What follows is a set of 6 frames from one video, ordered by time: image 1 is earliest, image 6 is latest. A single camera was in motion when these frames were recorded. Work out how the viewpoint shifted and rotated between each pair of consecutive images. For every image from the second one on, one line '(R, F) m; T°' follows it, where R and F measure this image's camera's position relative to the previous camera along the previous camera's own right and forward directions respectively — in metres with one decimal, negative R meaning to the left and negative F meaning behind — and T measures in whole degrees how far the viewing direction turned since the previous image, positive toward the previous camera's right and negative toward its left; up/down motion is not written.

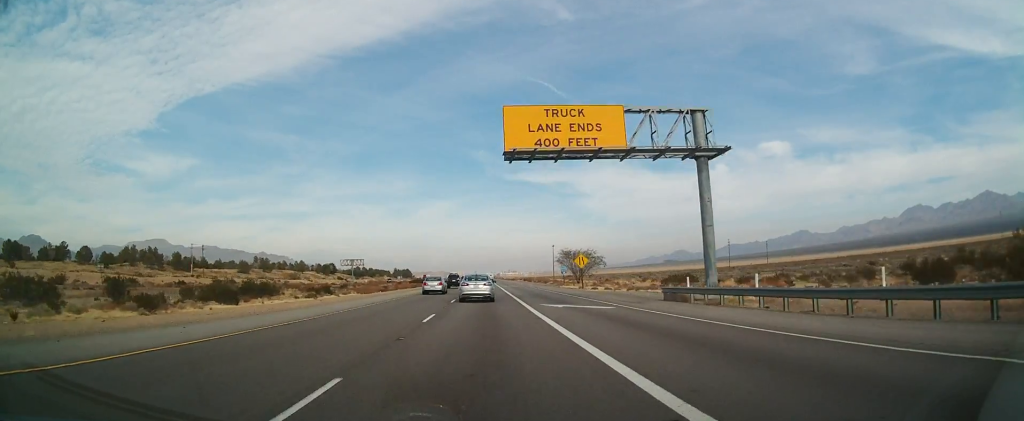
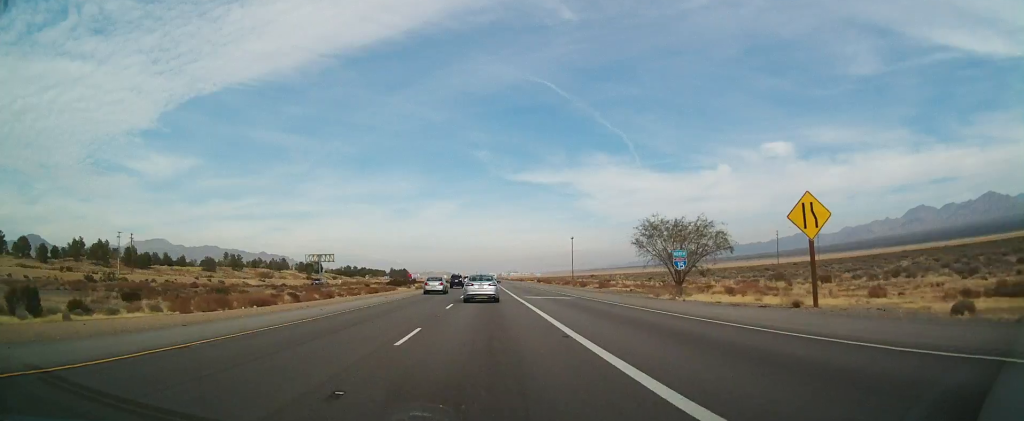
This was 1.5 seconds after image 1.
(0.0, +50.3) m; 0°
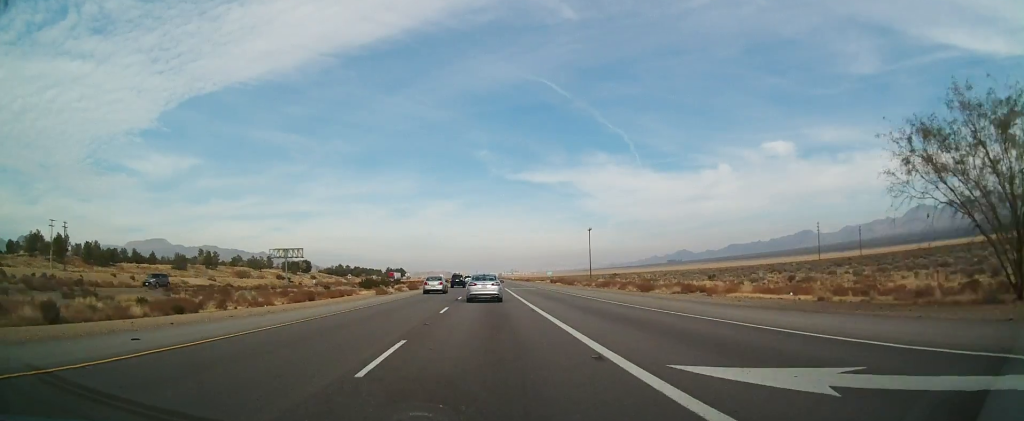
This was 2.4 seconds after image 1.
(0.0, +33.1) m; -1°
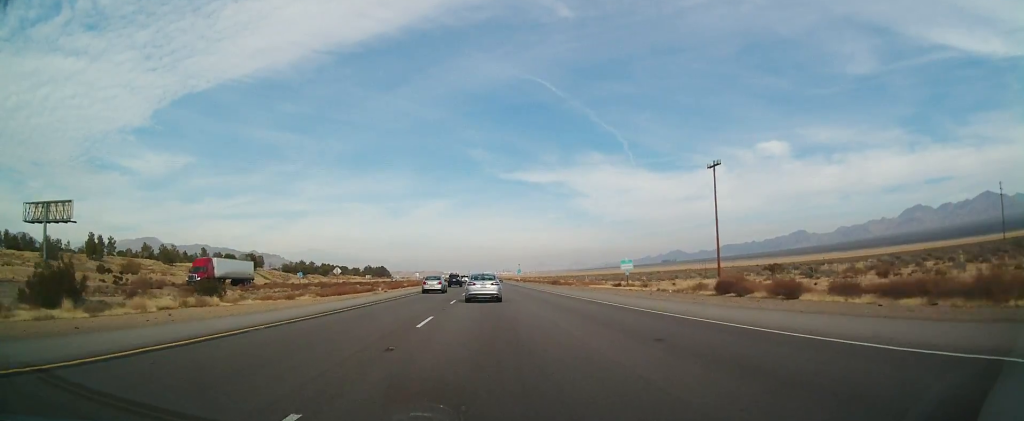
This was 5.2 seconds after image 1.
(+0.2, +94.5) m; +1°
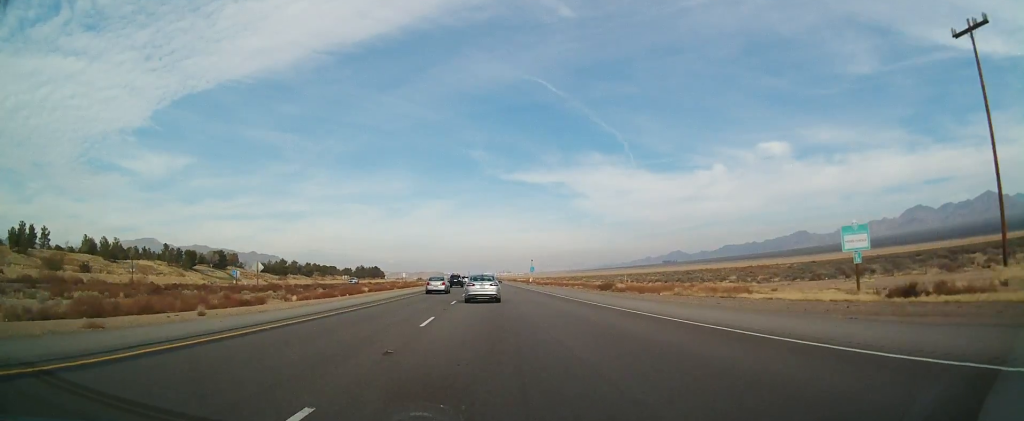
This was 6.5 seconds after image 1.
(-0.3, +44.2) m; 0°
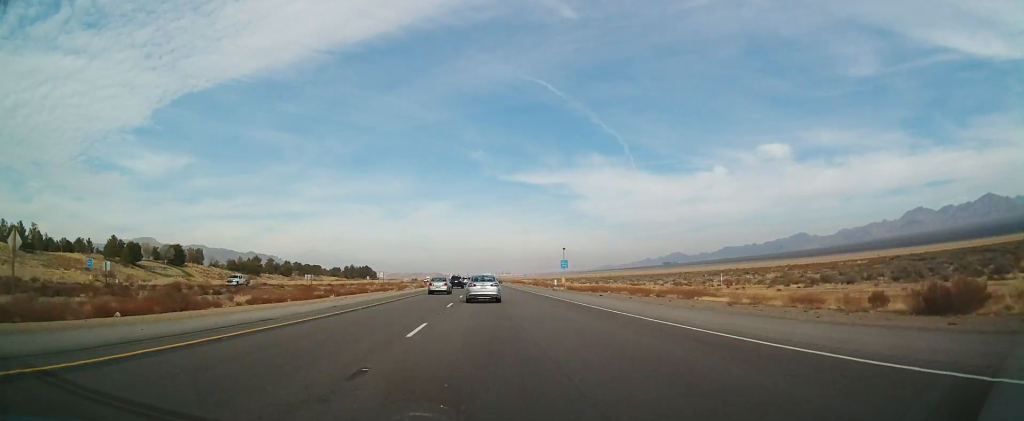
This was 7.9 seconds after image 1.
(+0.5, +47.1) m; +1°
